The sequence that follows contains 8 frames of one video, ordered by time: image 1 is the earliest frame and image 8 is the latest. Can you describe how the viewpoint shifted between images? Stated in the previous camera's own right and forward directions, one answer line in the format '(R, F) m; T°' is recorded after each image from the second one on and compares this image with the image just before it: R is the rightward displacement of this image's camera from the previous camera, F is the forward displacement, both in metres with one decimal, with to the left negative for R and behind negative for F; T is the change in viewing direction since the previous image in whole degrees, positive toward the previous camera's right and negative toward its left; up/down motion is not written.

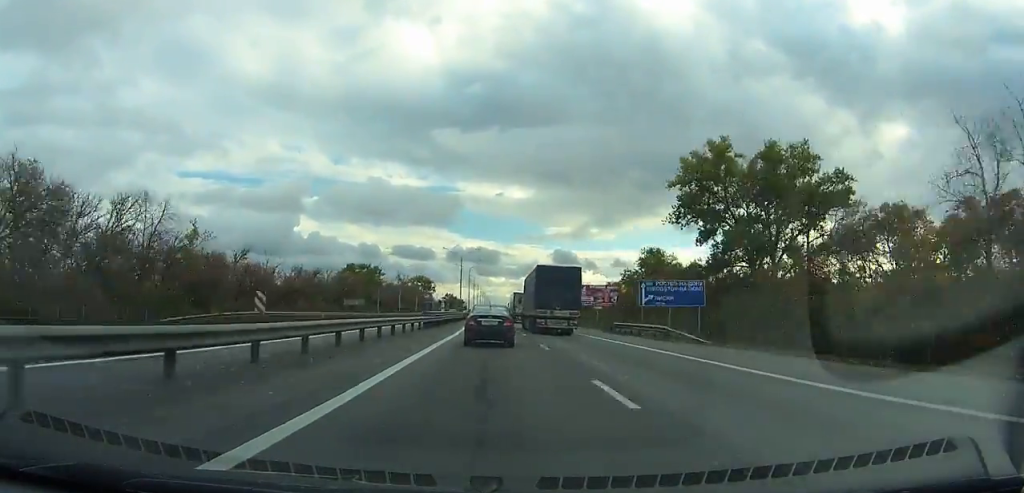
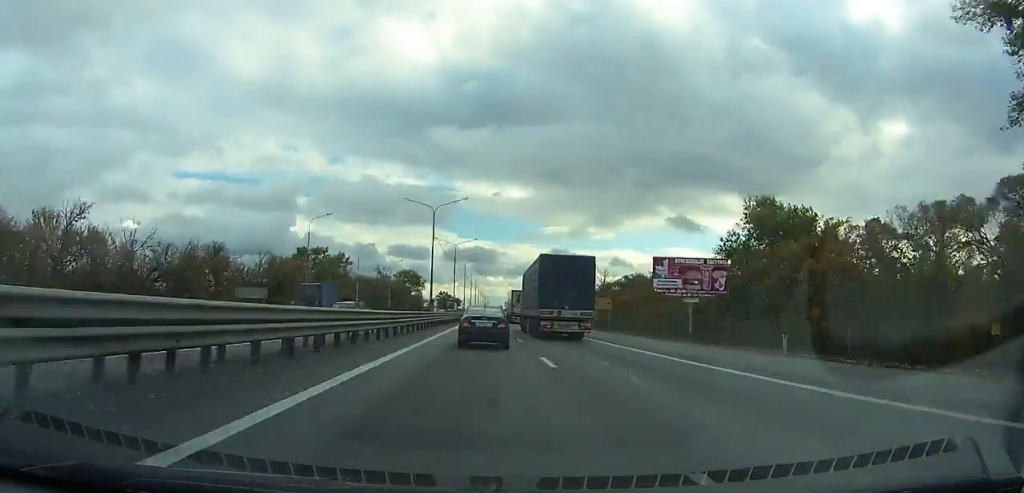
(0.0, +43.1) m; 0°
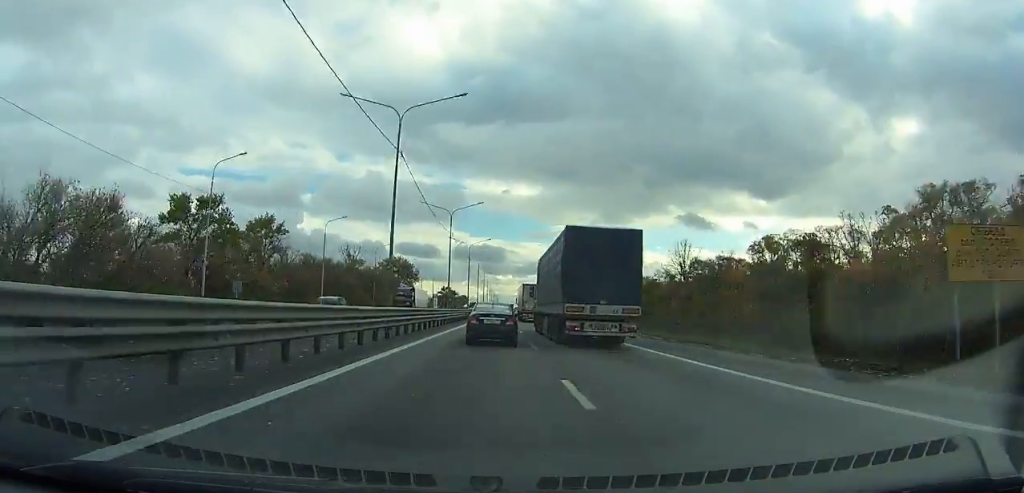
(0.0, +56.4) m; 0°
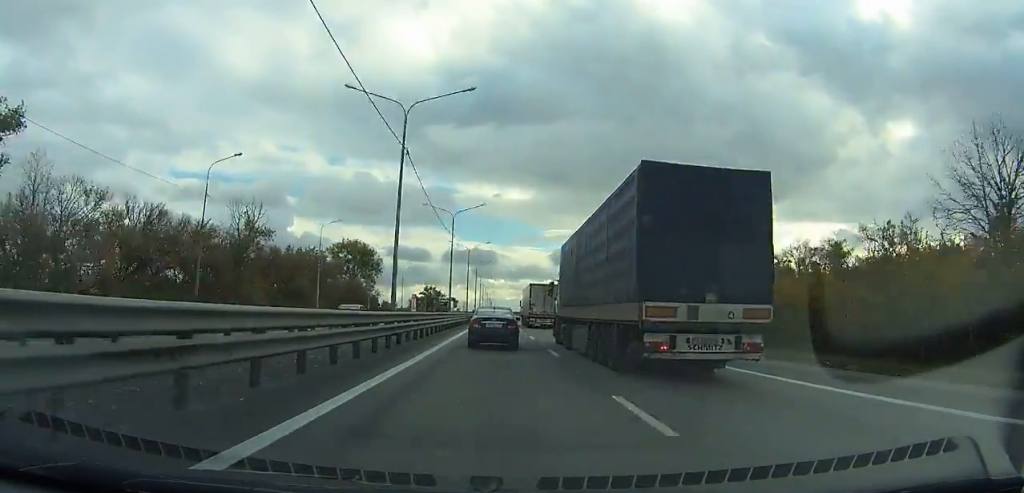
(-0.2, +61.7) m; 0°
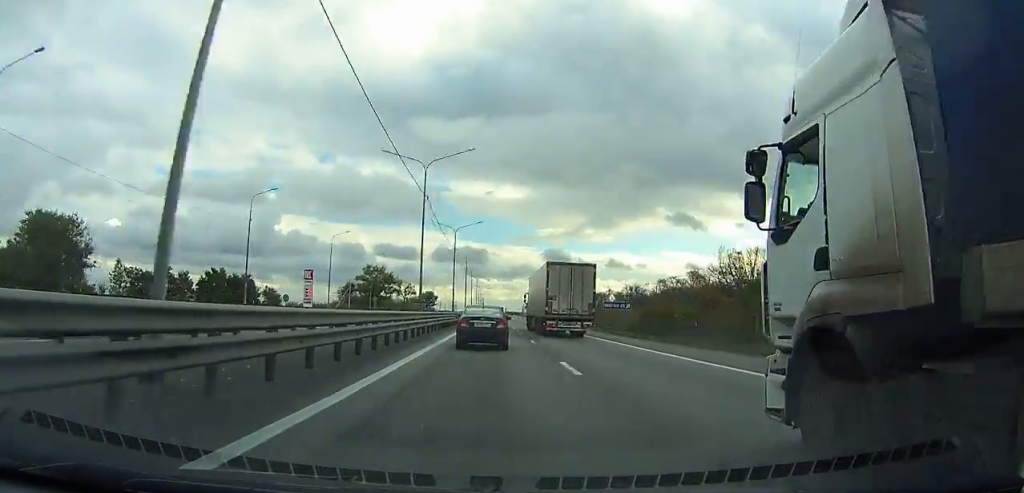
(+0.2, +136.4) m; +1°
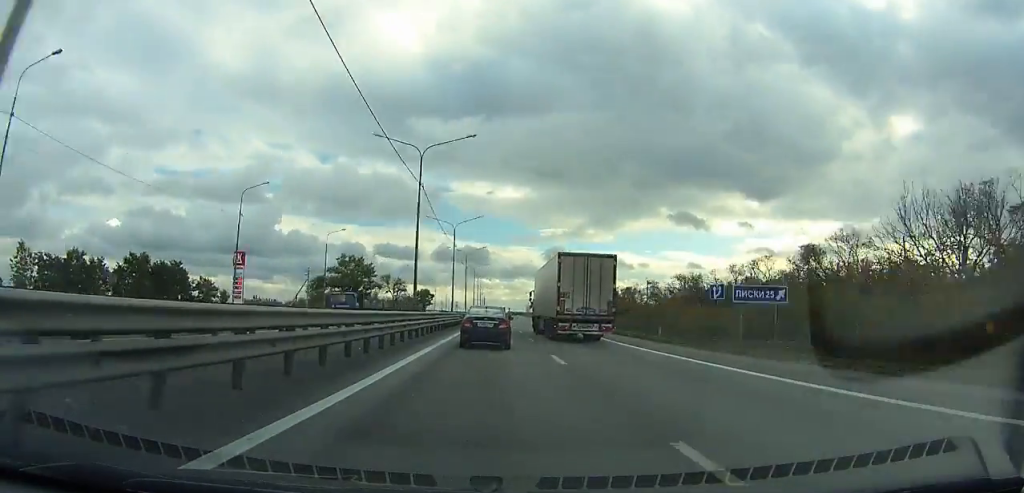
(+0.1, +33.6) m; 0°
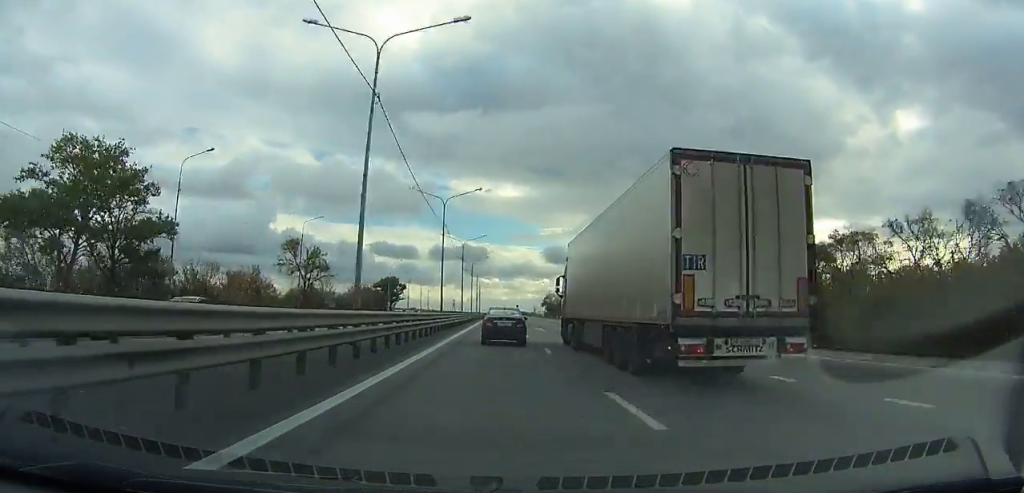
(0.0, +104.3) m; 0°
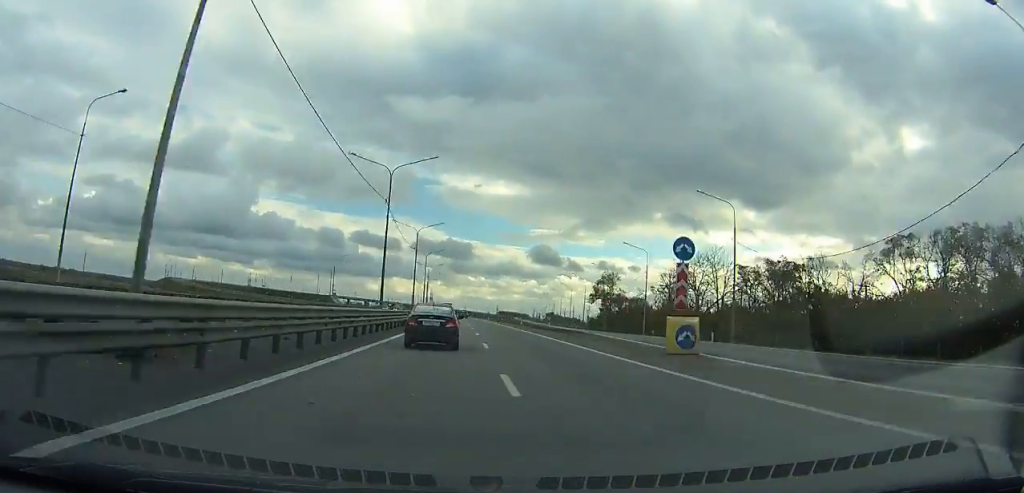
(+0.4, +186.3) m; 0°
